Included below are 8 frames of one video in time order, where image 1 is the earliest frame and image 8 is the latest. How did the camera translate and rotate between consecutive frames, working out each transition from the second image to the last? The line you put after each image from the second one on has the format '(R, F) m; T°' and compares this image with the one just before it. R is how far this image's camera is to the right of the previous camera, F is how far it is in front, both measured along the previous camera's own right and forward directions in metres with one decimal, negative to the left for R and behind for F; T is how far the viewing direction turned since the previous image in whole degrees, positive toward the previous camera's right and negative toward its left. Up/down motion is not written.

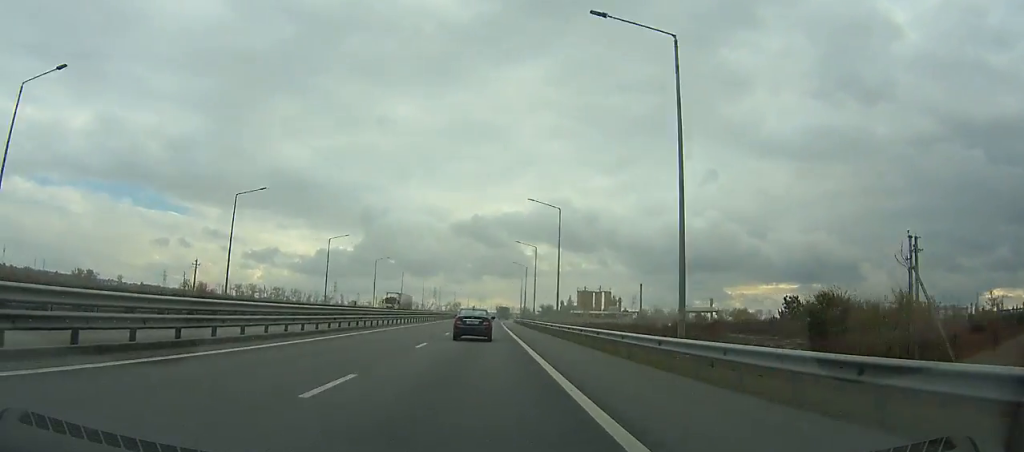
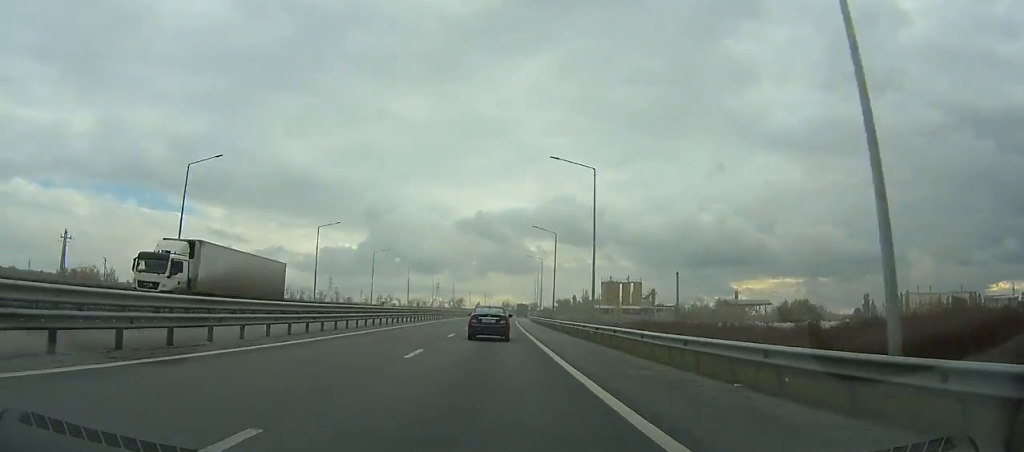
(-0.5, +39.0) m; -1°
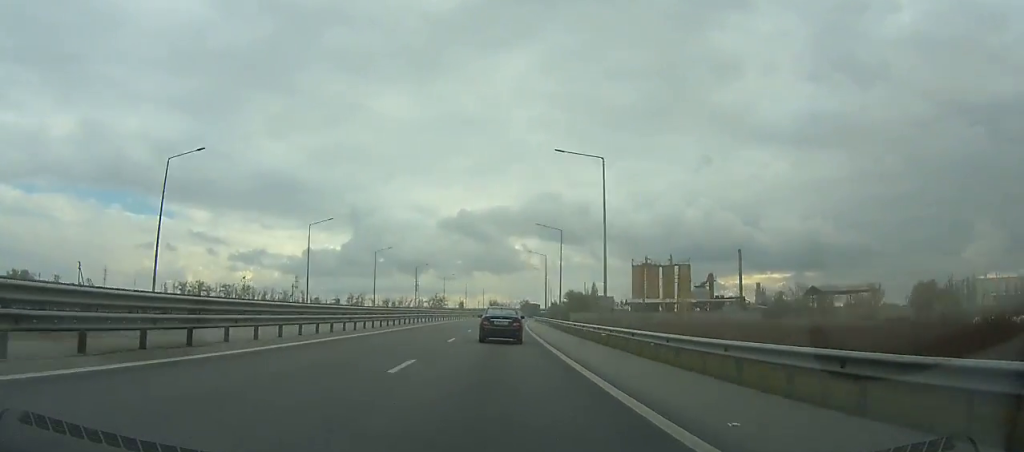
(-0.1, +63.1) m; +1°
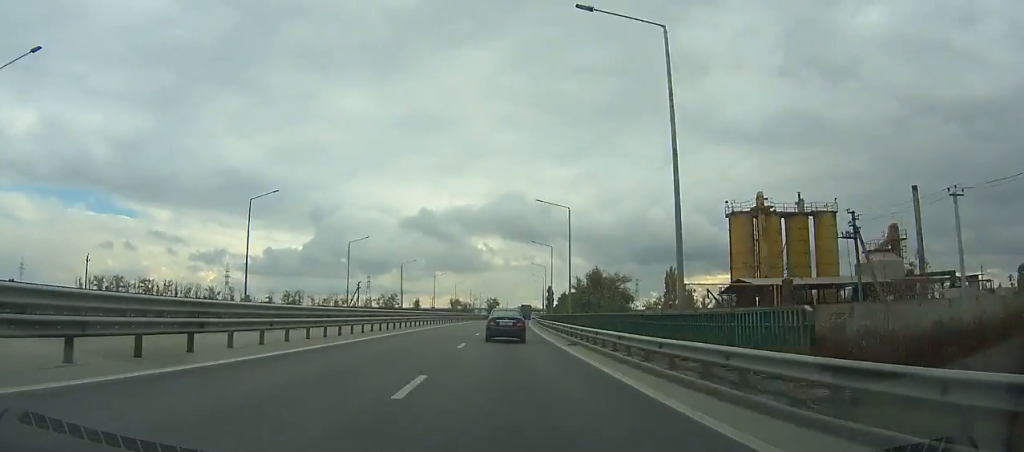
(+1.2, +72.7) m; +3°
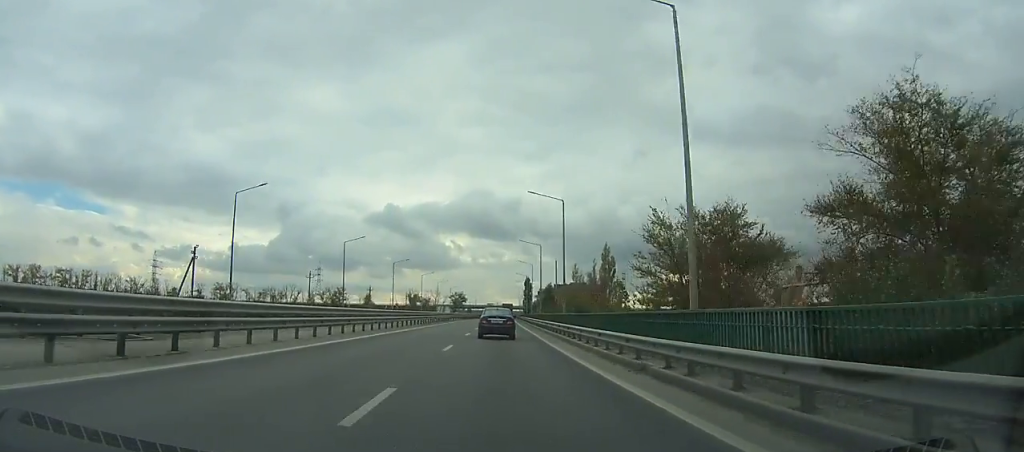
(+1.4, +61.1) m; +2°
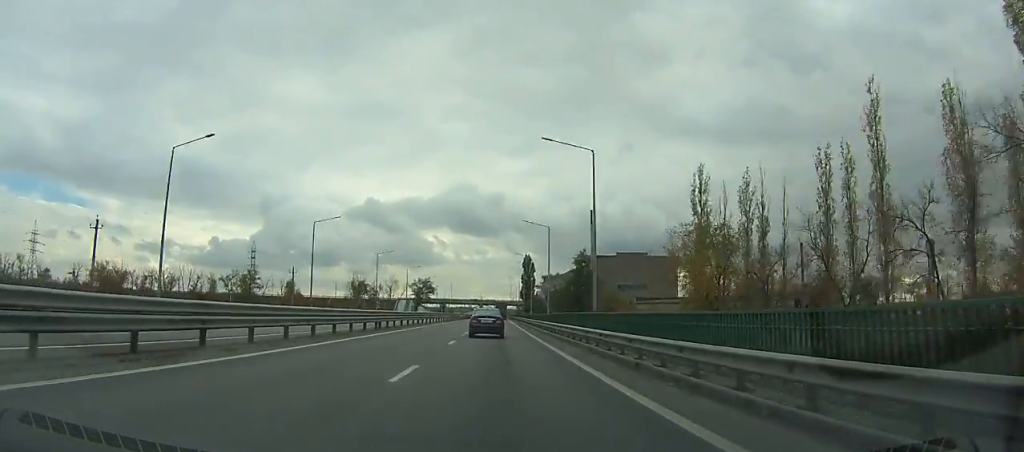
(+2.6, +99.8) m; +2°
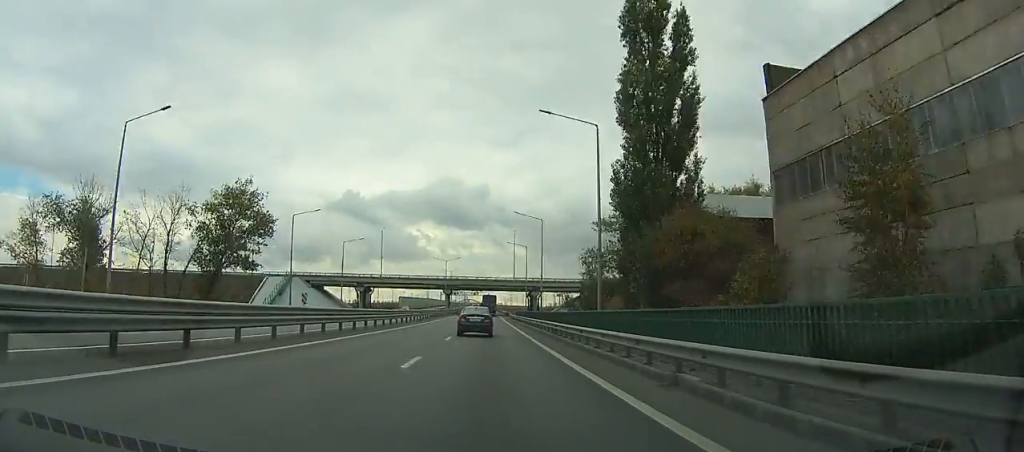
(+1.4, +155.3) m; +1°
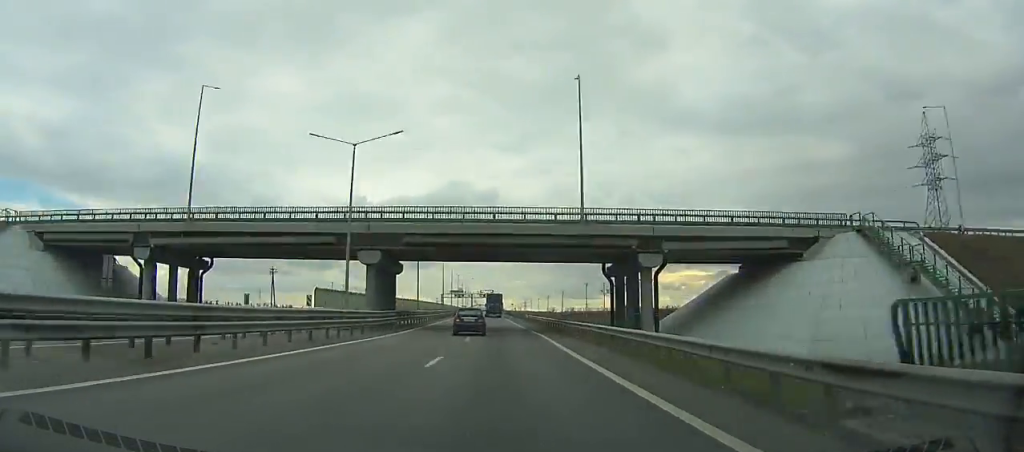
(-0.1, +87.9) m; 0°
